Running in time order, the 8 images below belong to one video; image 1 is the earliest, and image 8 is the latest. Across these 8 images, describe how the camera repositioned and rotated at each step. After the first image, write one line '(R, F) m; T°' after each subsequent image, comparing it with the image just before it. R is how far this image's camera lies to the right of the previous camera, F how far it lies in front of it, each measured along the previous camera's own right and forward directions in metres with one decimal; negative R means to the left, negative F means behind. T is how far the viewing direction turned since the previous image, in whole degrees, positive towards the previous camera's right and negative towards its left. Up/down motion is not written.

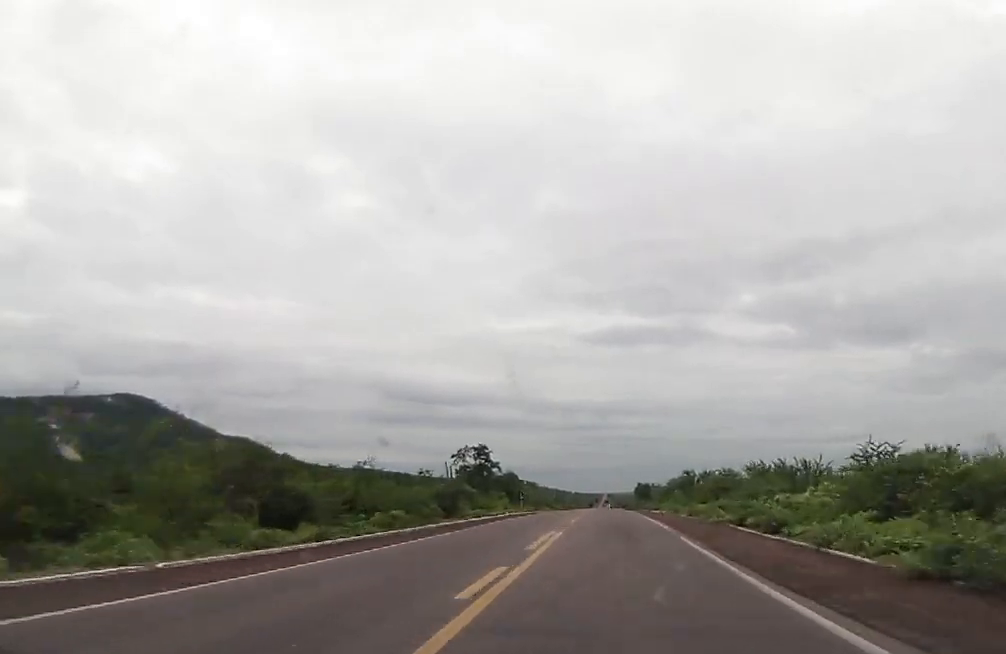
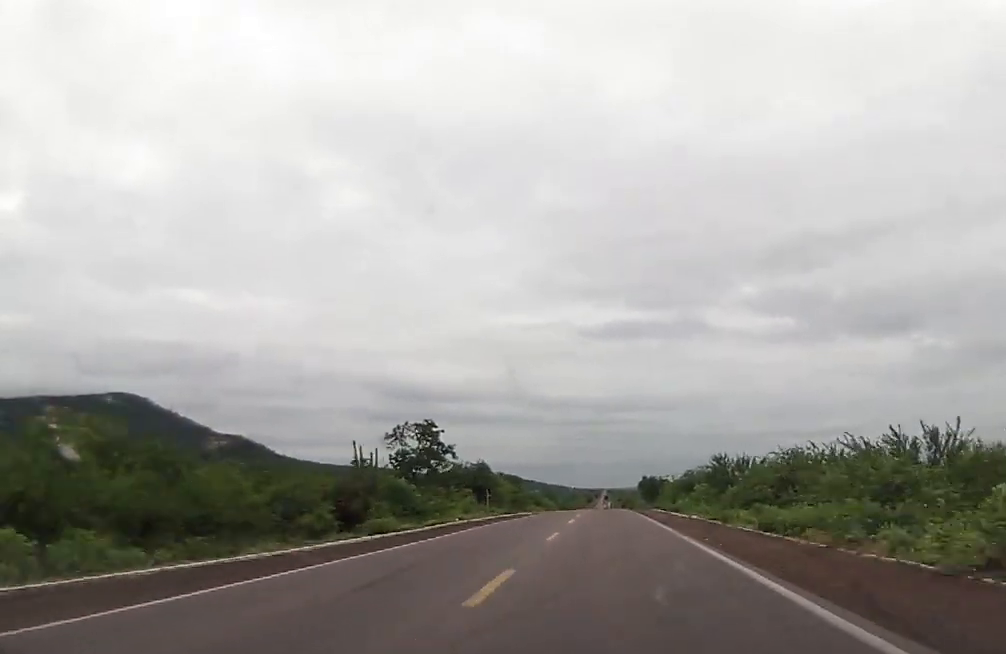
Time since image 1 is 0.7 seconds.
(0.0, +24.6) m; 0°
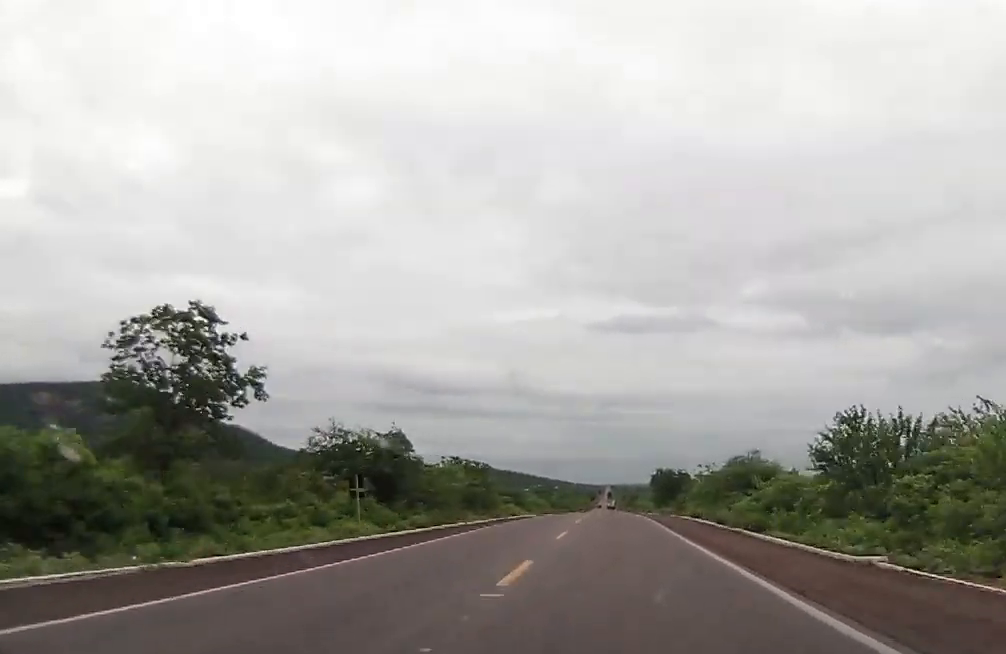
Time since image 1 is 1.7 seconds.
(0.0, +34.0) m; 0°
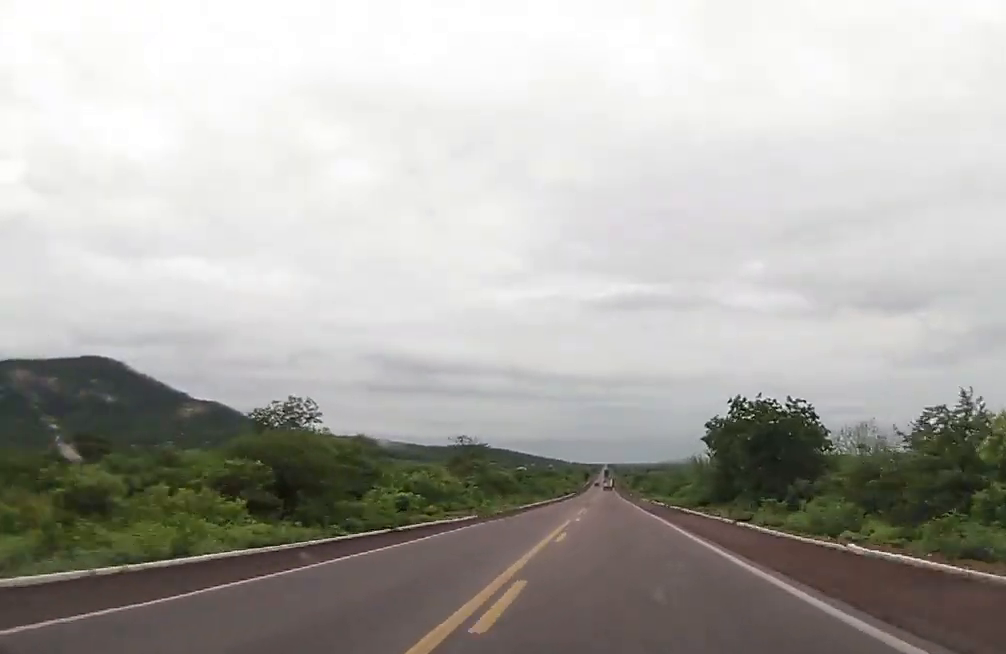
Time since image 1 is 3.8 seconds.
(-0.8, +75.7) m; 0°
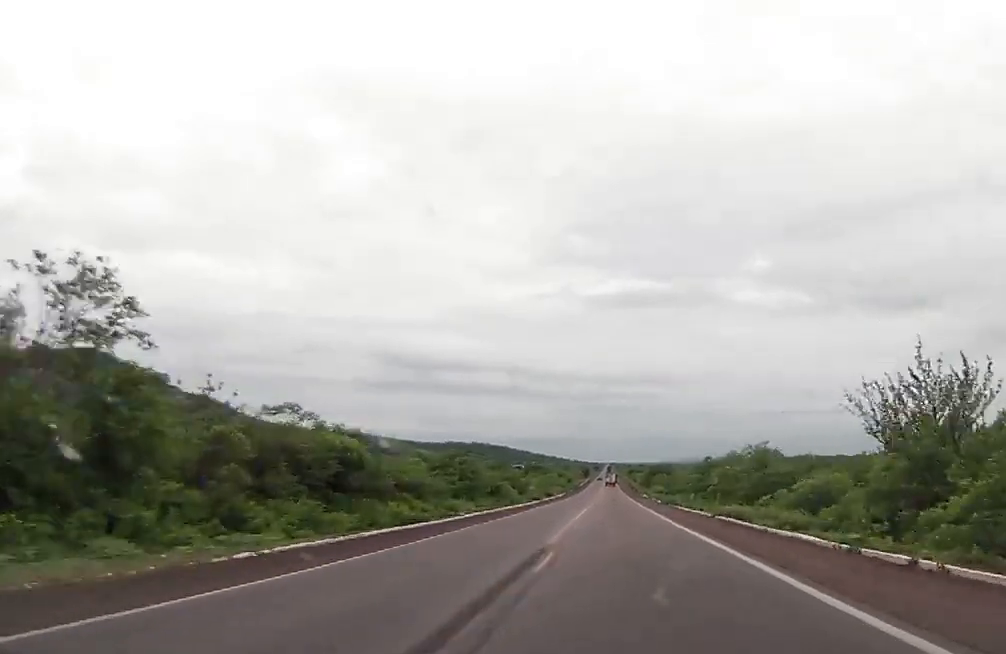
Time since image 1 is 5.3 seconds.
(+0.4, +55.3) m; 0°
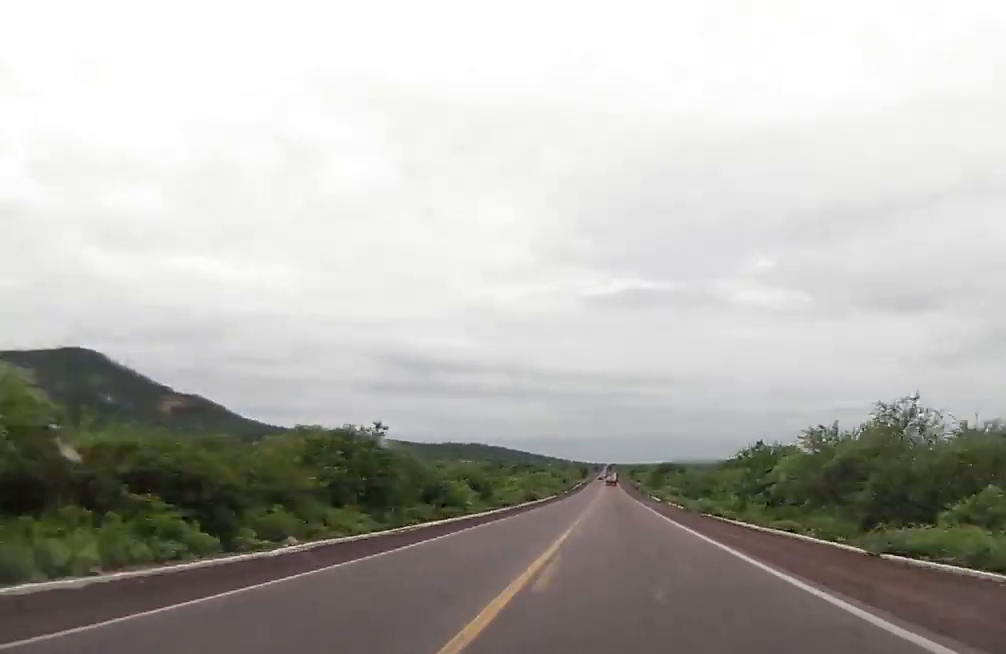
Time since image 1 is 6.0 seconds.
(-0.1, +25.6) m; 0°
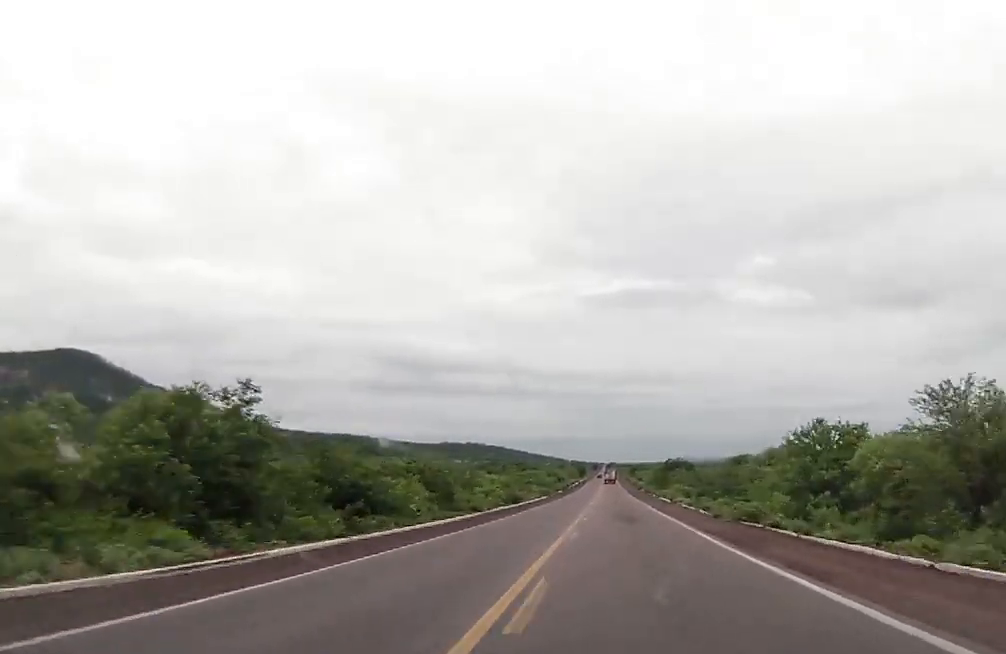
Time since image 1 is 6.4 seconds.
(0.0, +14.7) m; 0°
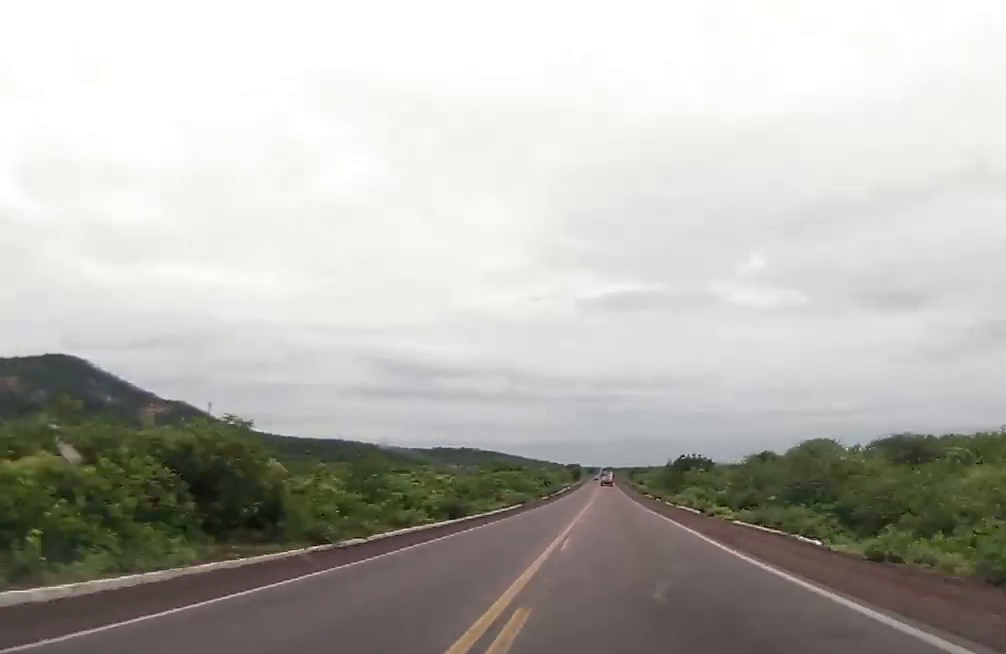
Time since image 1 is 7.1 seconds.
(0.0, +25.9) m; 0°
